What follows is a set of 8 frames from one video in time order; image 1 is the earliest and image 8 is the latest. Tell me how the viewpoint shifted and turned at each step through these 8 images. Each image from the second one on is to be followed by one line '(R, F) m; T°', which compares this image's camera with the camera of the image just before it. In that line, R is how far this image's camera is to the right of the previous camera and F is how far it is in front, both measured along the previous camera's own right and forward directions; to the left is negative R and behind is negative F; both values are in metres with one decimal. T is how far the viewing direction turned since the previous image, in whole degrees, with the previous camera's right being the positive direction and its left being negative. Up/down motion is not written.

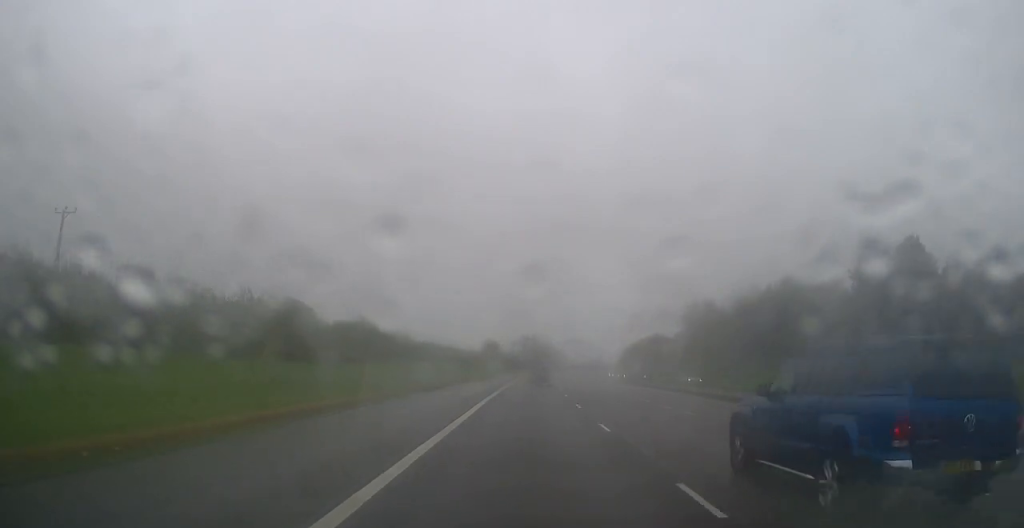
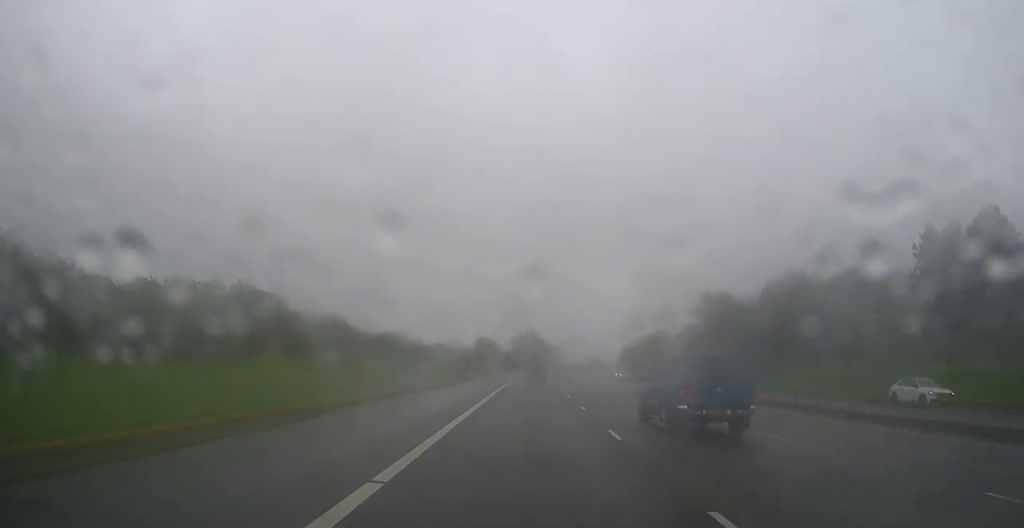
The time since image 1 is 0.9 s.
(0.0, +19.9) m; 0°
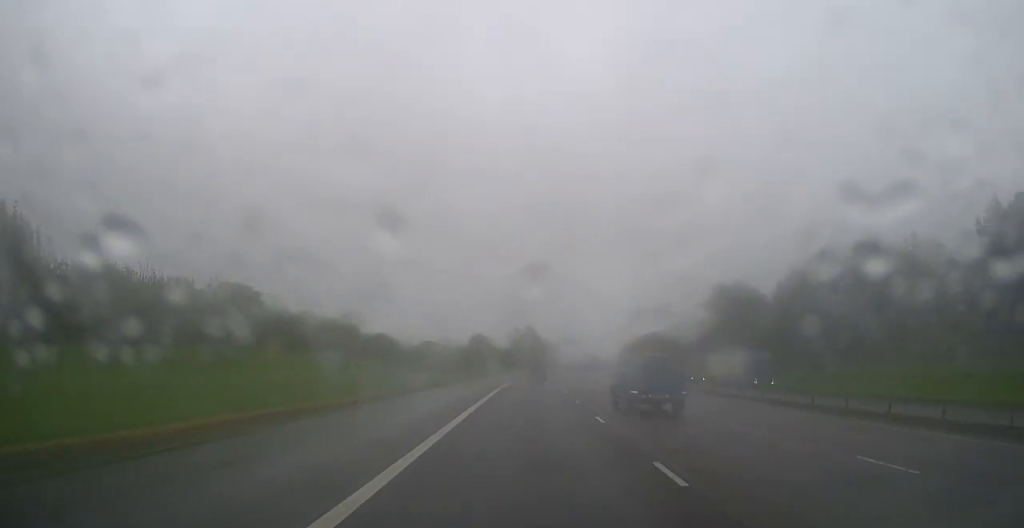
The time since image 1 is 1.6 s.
(0.0, +14.6) m; 0°
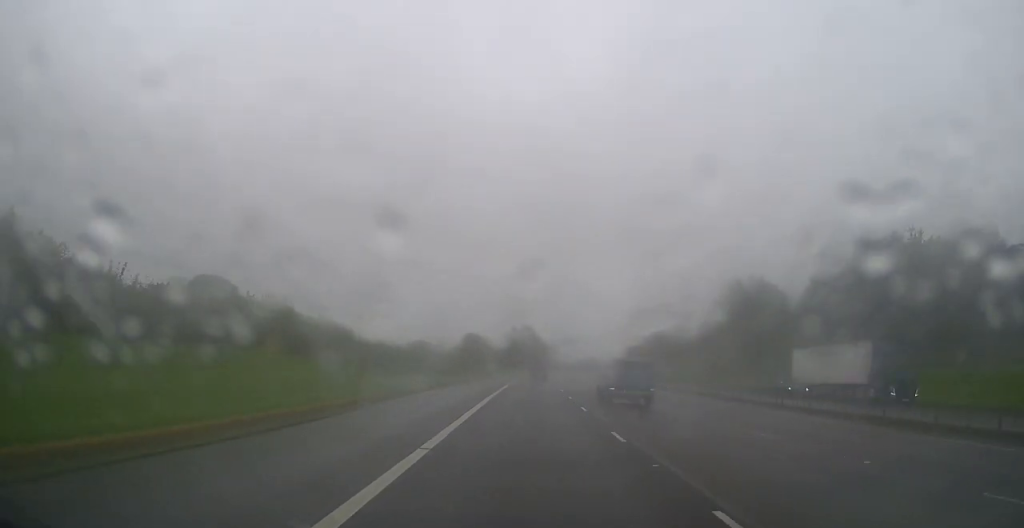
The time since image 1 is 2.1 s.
(+0.1, +12.2) m; 0°
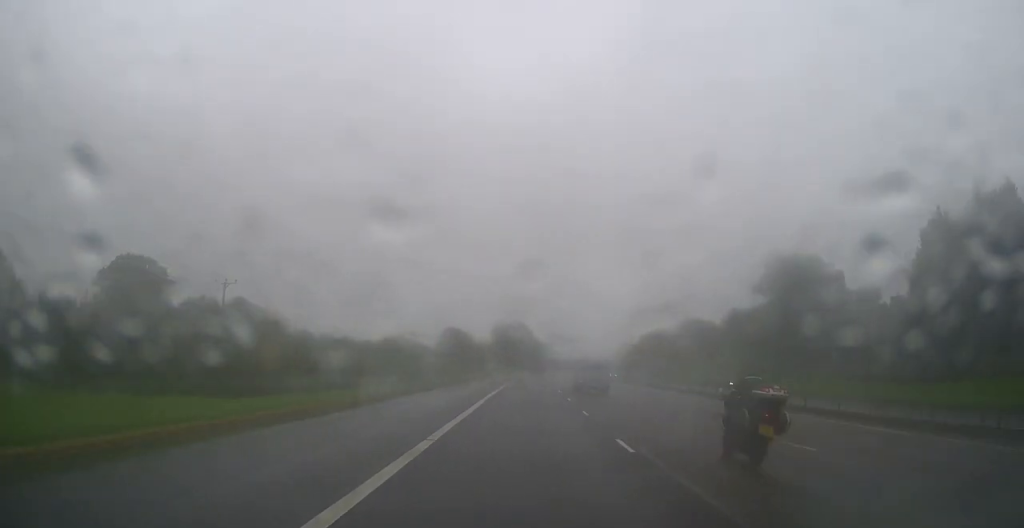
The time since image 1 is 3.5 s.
(+0.2, +28.7) m; +1°
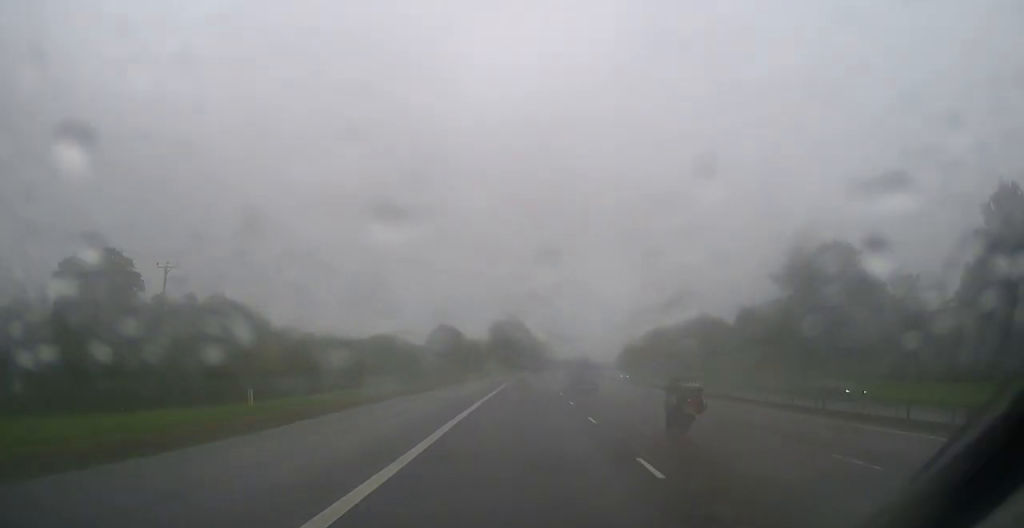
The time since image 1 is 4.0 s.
(+0.1, +11.4) m; 0°
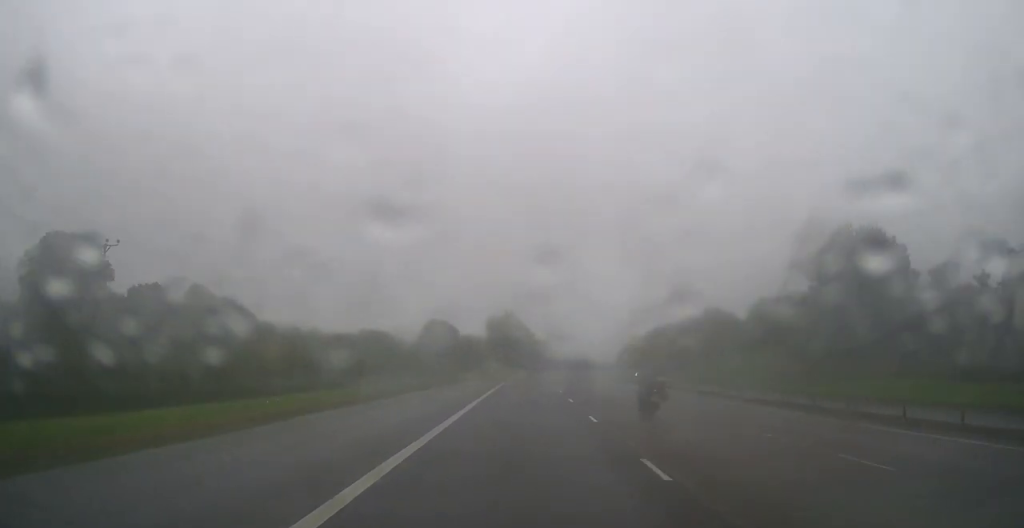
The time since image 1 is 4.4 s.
(0.0, +9.3) m; 0°
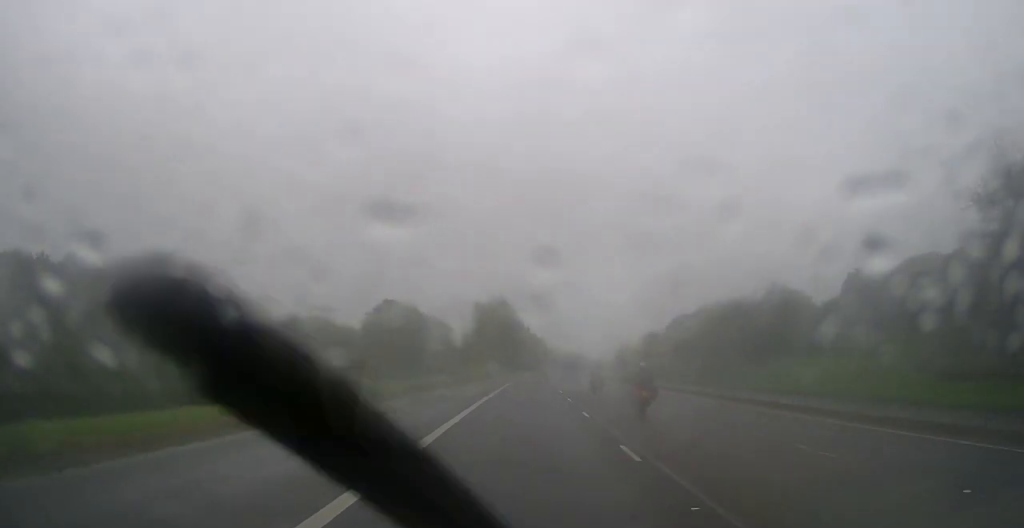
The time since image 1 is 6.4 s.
(+0.2, +43.2) m; 0°
